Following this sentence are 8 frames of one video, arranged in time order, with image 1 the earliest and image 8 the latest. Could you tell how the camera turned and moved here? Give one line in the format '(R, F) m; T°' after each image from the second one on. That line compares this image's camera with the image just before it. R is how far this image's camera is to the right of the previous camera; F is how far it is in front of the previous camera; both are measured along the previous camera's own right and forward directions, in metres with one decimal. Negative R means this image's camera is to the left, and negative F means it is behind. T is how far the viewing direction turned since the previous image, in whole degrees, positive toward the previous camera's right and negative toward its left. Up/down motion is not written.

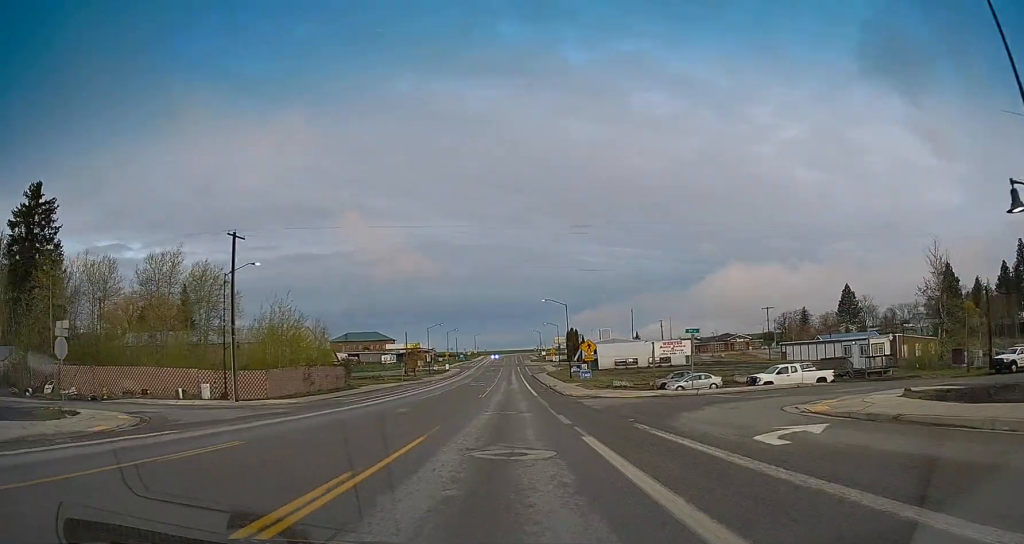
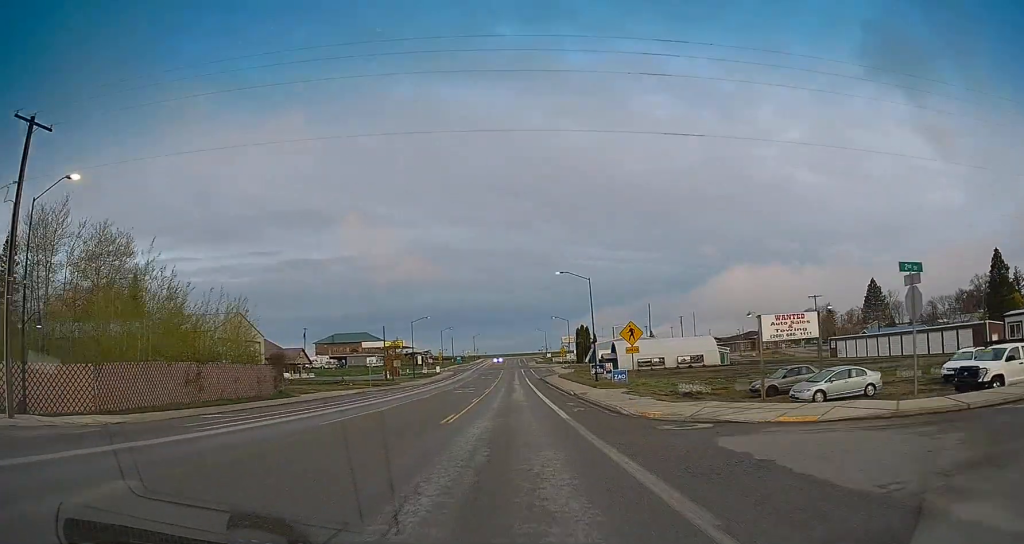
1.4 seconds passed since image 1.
(0.0, +22.4) m; 0°
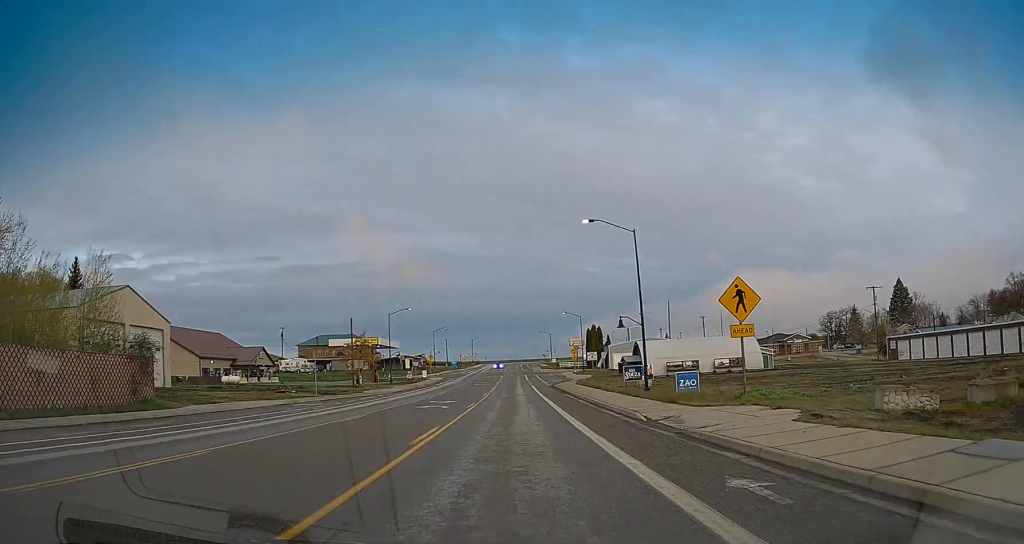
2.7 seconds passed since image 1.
(0.0, +20.6) m; 0°
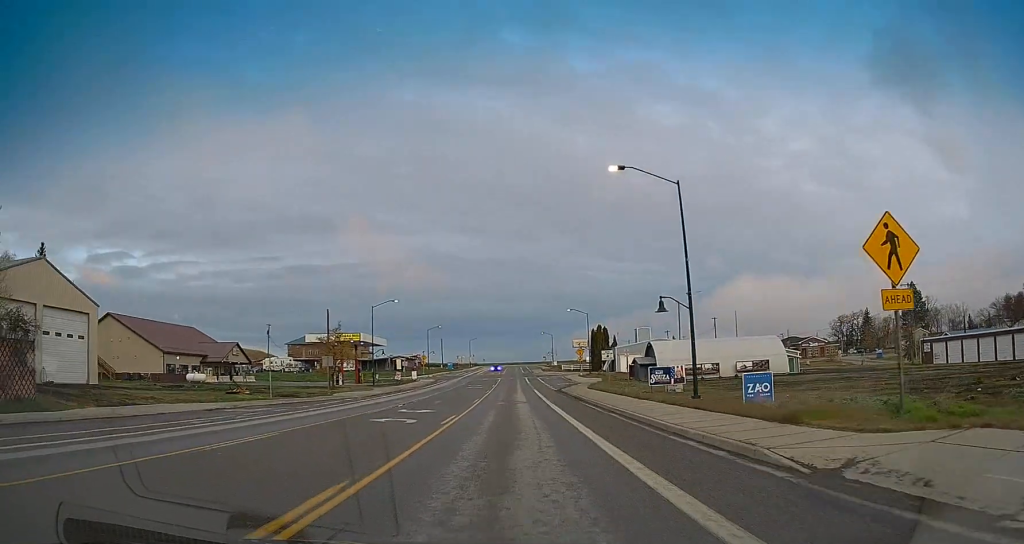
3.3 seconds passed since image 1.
(0.0, +10.0) m; 0°
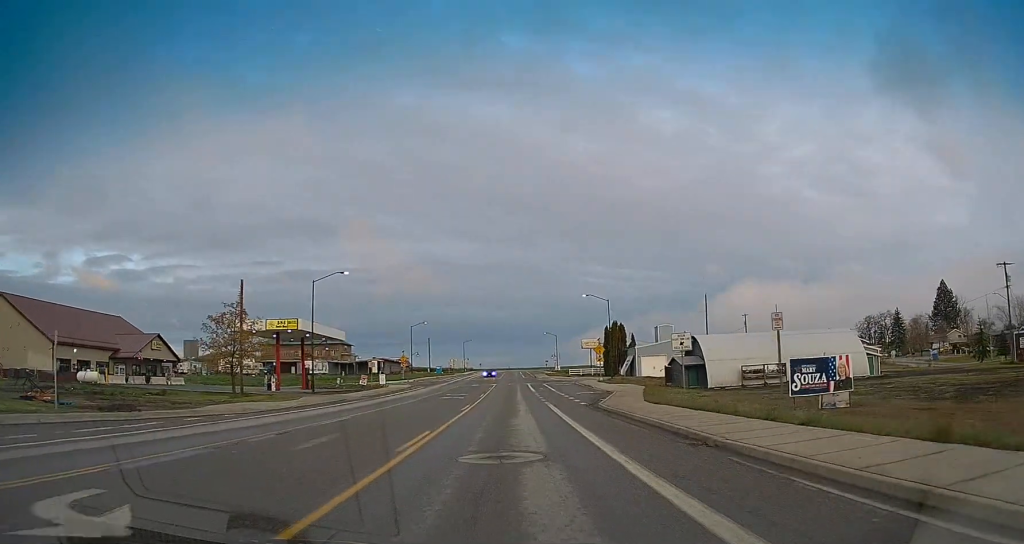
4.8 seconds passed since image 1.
(-0.2, +22.4) m; -2°
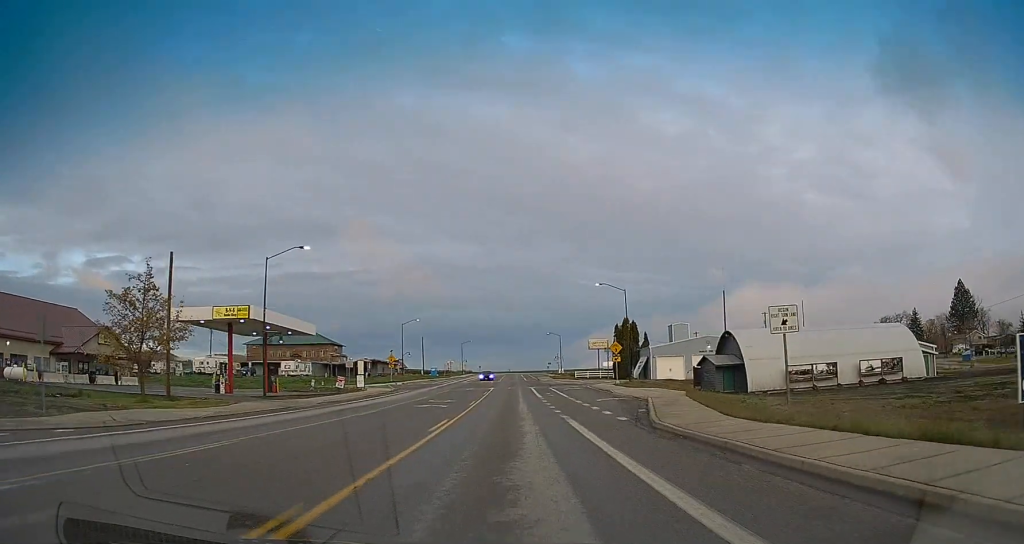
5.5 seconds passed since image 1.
(-0.3, +10.9) m; 0°
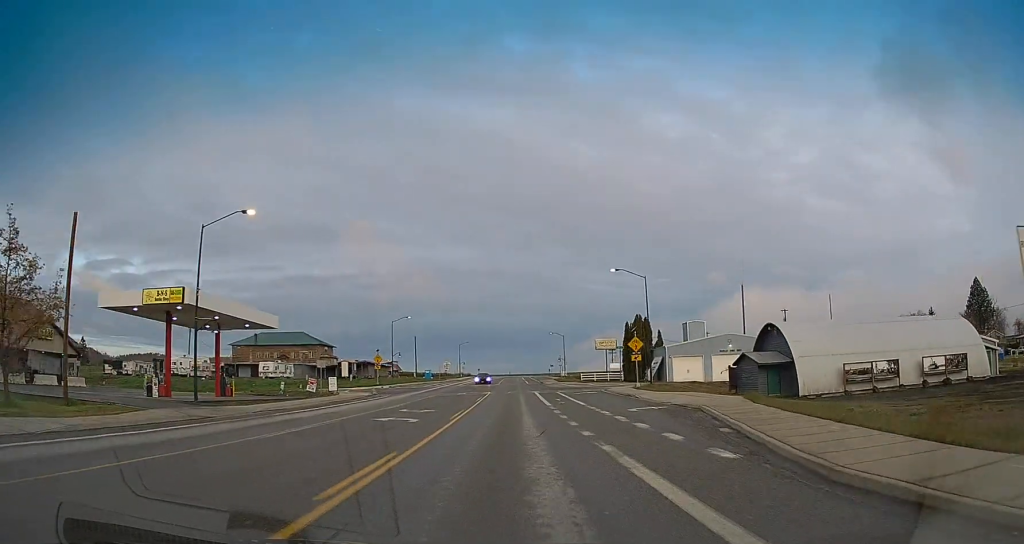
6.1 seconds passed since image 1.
(+0.2, +9.9) m; +1°
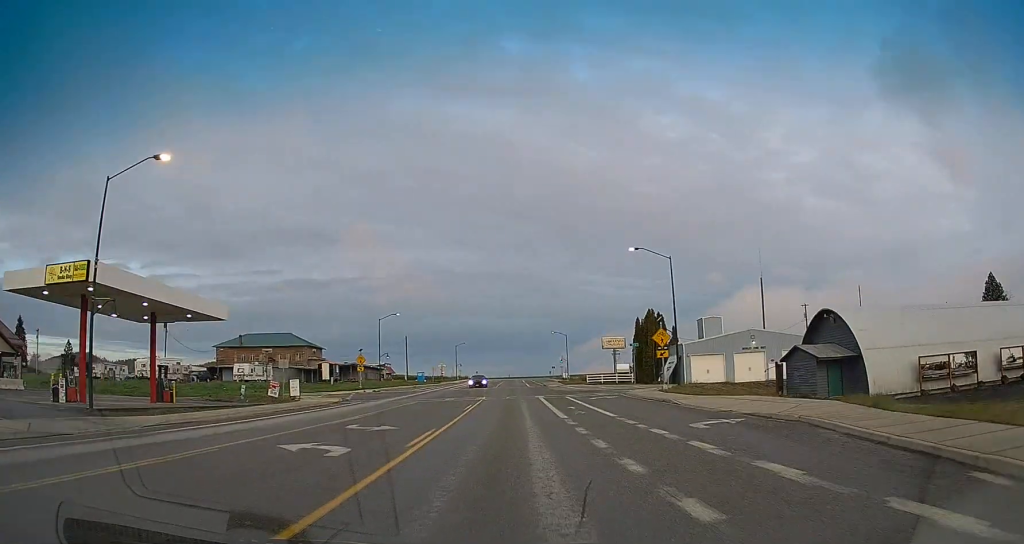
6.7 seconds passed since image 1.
(+0.1, +9.3) m; +1°
